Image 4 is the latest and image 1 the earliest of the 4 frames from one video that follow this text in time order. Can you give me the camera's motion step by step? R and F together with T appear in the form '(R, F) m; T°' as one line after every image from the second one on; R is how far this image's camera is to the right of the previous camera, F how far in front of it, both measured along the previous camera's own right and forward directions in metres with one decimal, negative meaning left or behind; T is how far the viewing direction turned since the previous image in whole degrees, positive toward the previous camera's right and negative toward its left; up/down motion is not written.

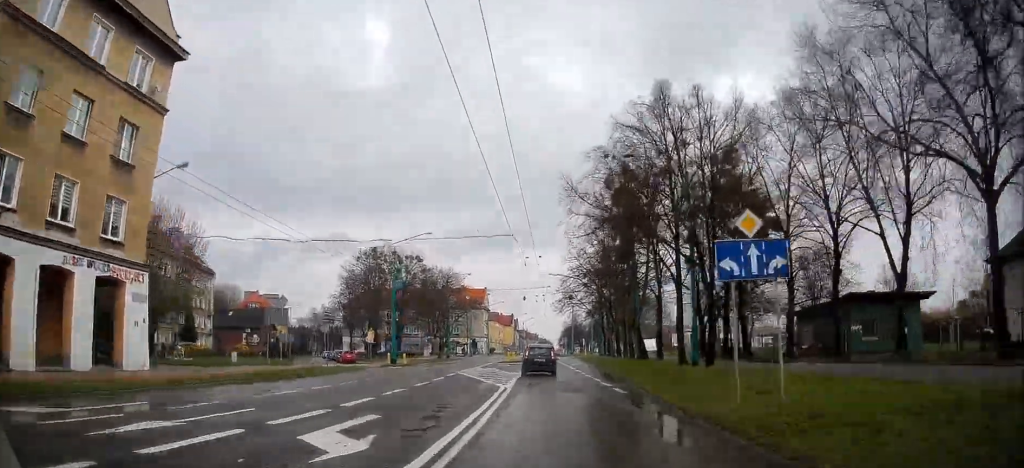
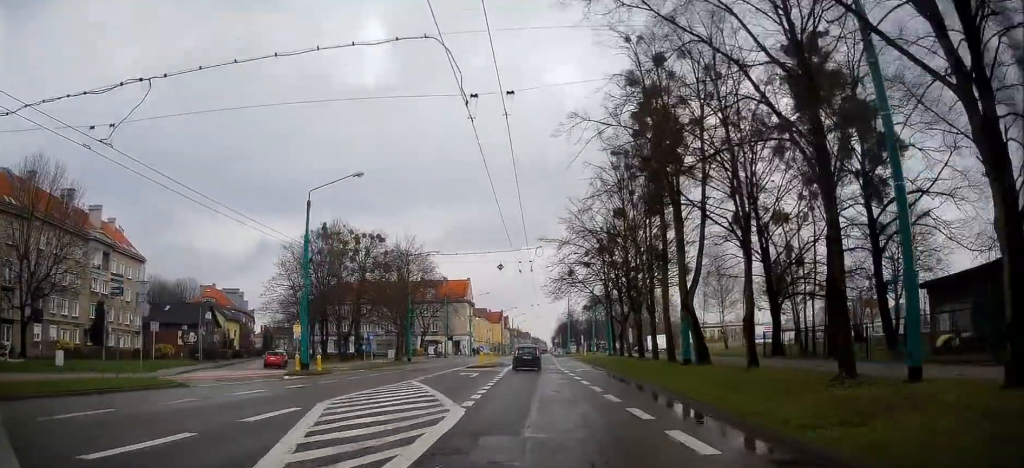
(+0.3, +18.3) m; +2°
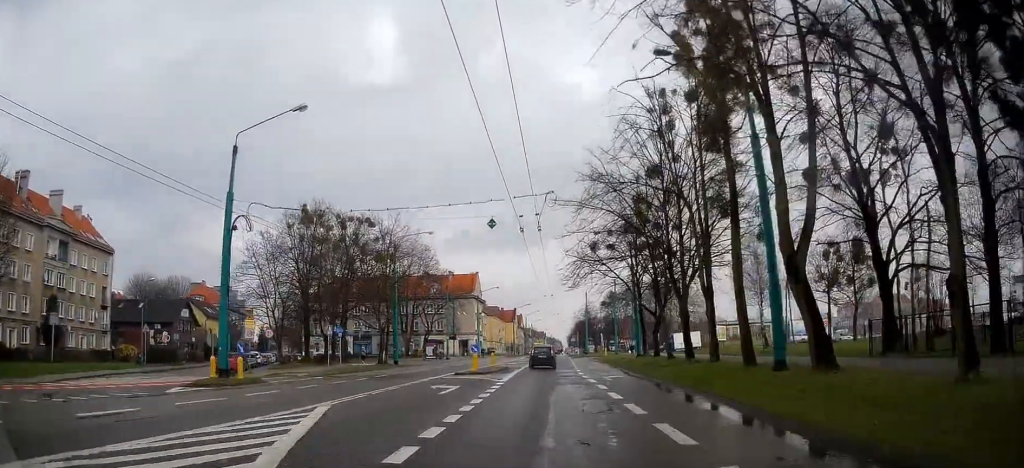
(0.0, +10.7) m; -1°
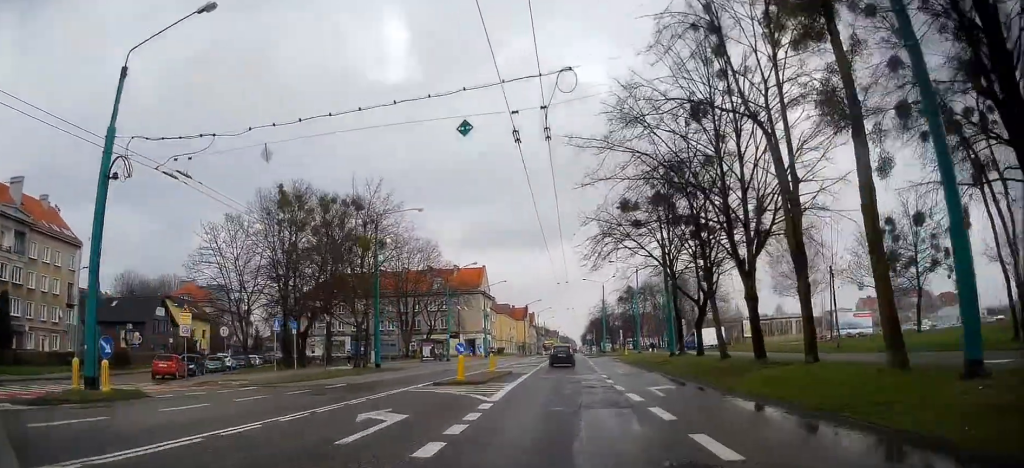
(-0.1, +9.2) m; -1°
